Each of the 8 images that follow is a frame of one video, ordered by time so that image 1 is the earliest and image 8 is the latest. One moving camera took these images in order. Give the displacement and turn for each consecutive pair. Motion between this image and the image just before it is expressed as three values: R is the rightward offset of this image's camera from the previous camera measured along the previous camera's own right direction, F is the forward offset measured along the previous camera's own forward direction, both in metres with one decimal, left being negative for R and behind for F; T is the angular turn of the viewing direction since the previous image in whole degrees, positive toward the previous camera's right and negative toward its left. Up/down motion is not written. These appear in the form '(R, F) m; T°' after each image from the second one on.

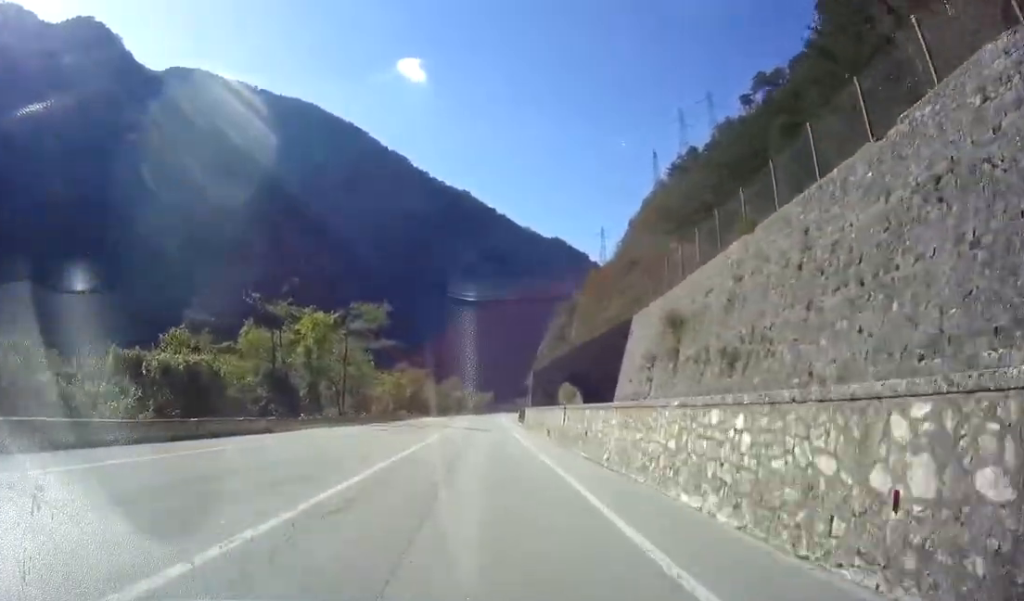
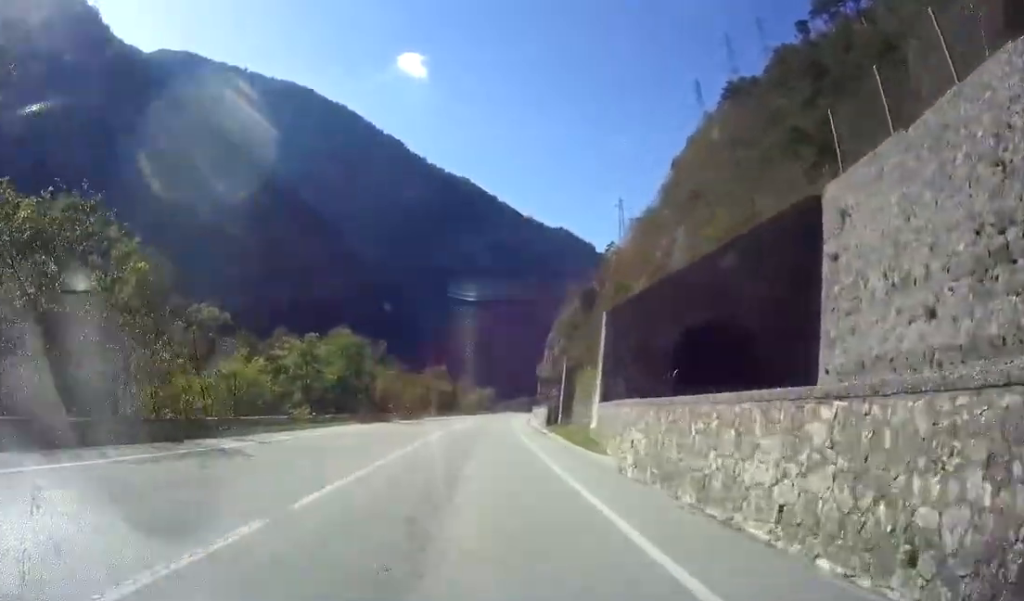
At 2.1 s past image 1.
(+0.6, +42.9) m; +1°
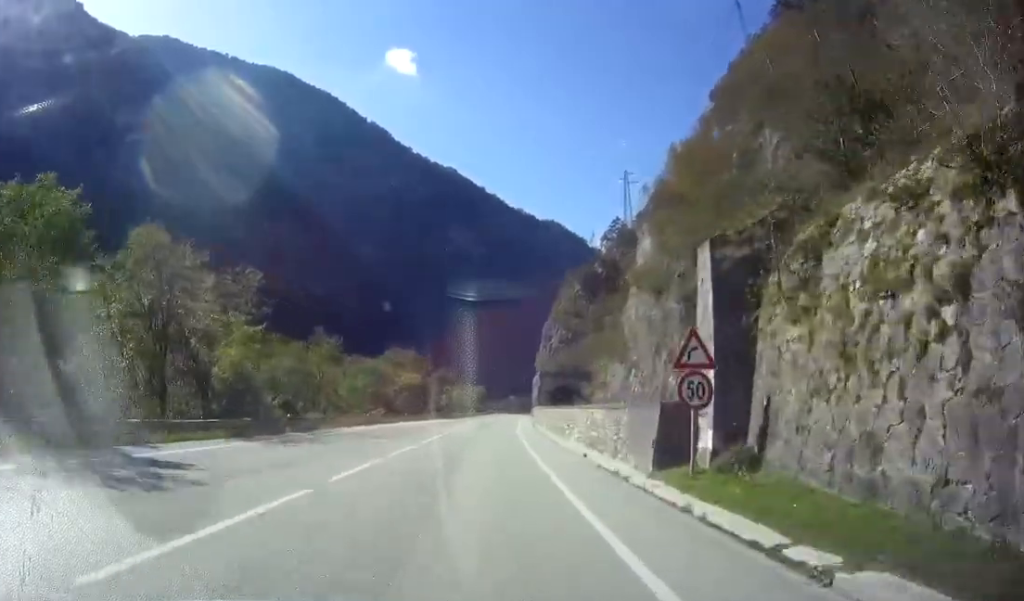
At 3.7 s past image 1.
(0.0, +34.8) m; 0°
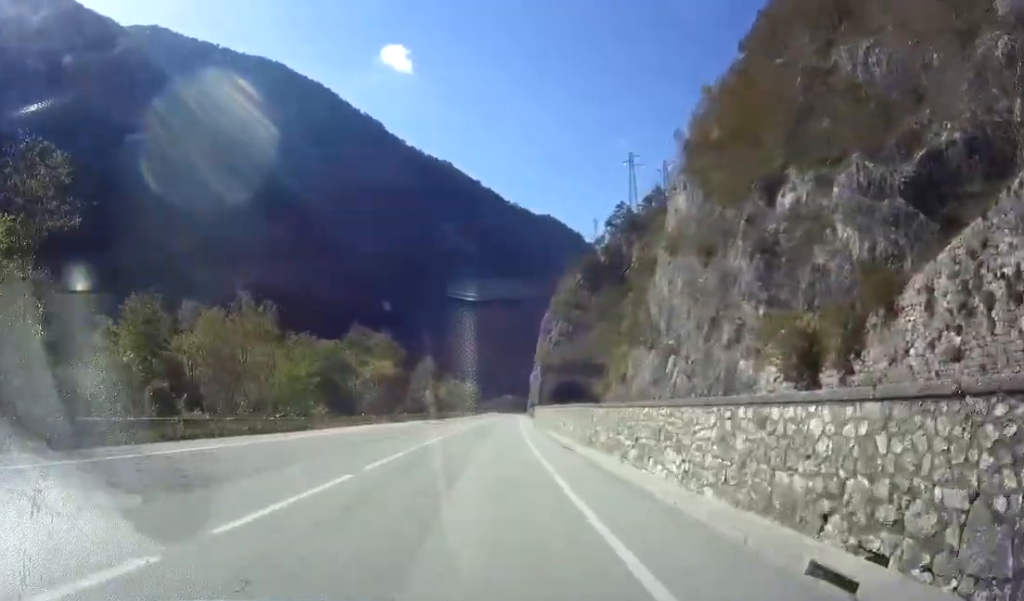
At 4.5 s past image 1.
(0.0, +16.8) m; +1°
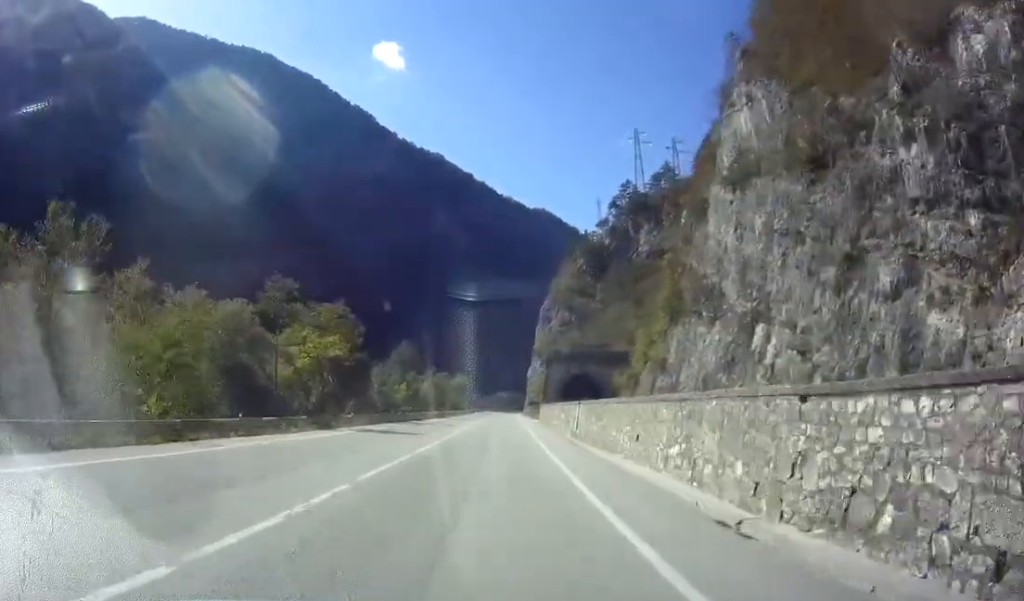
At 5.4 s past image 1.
(+0.4, +18.8) m; +1°
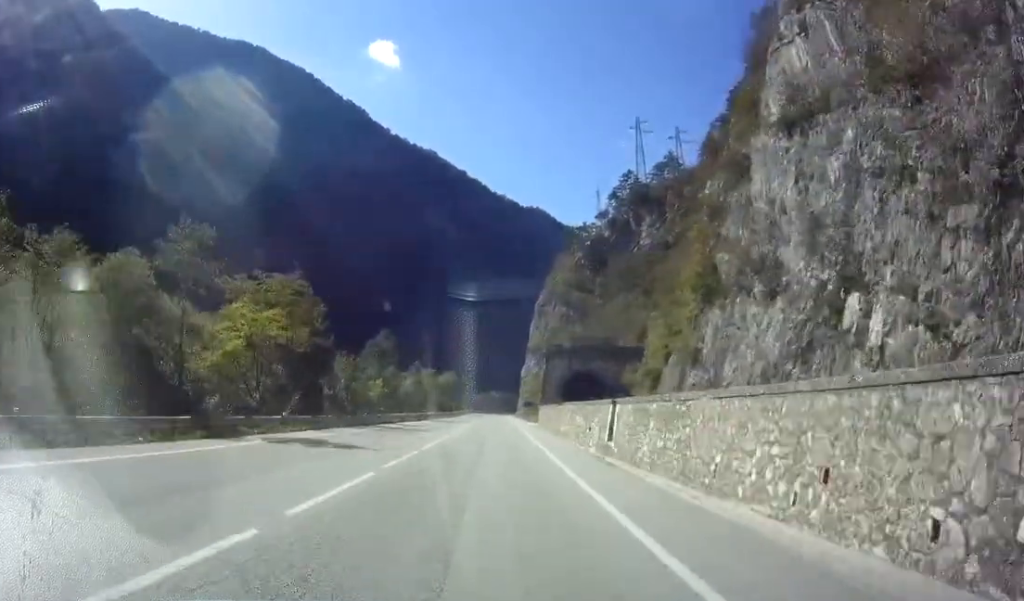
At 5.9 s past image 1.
(0.0, +10.4) m; +1°
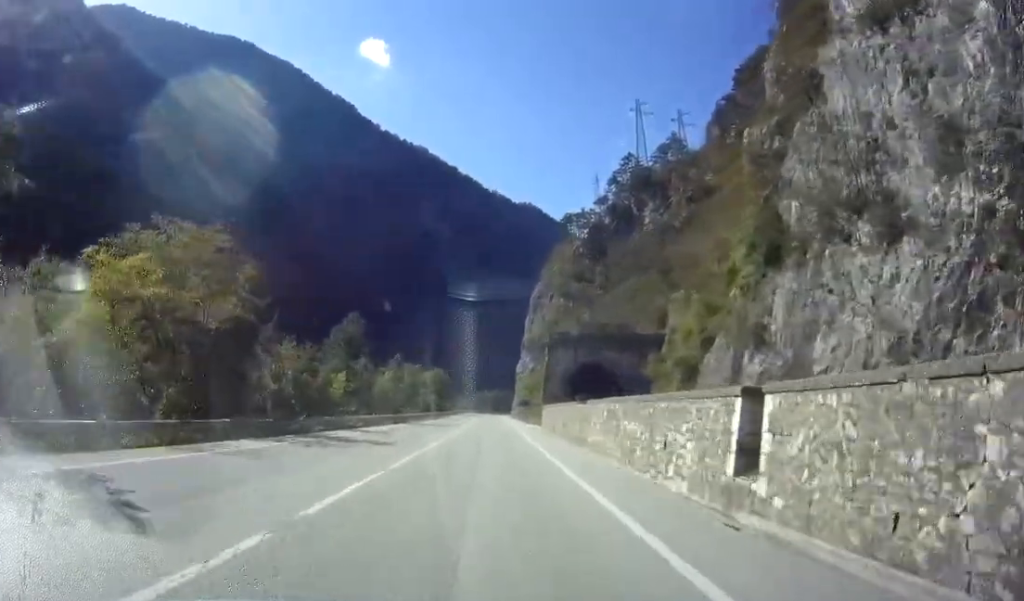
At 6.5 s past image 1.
(-0.1, +11.8) m; +1°
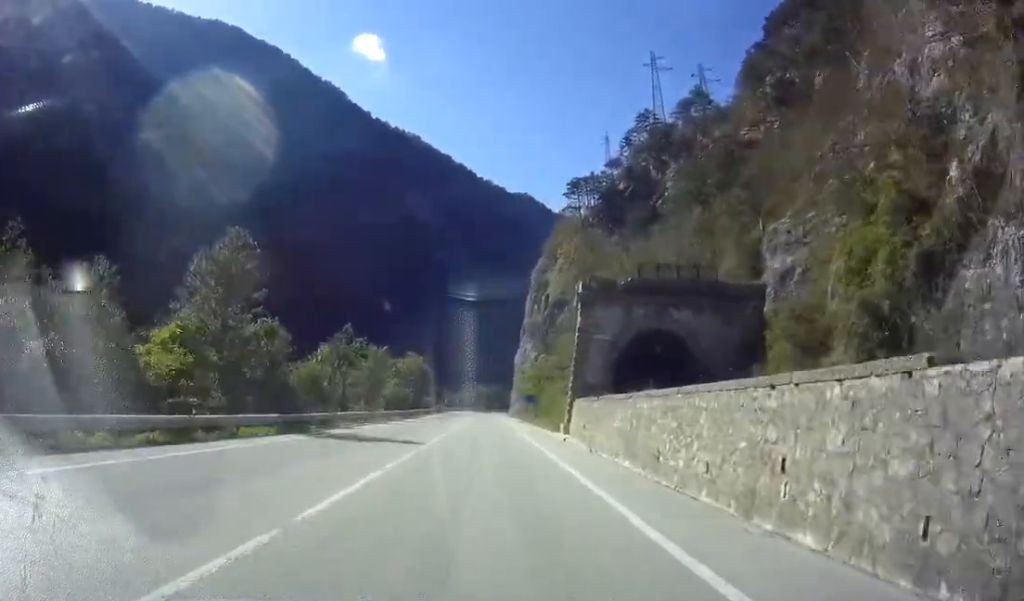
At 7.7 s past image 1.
(+0.4, +25.6) m; 0°
